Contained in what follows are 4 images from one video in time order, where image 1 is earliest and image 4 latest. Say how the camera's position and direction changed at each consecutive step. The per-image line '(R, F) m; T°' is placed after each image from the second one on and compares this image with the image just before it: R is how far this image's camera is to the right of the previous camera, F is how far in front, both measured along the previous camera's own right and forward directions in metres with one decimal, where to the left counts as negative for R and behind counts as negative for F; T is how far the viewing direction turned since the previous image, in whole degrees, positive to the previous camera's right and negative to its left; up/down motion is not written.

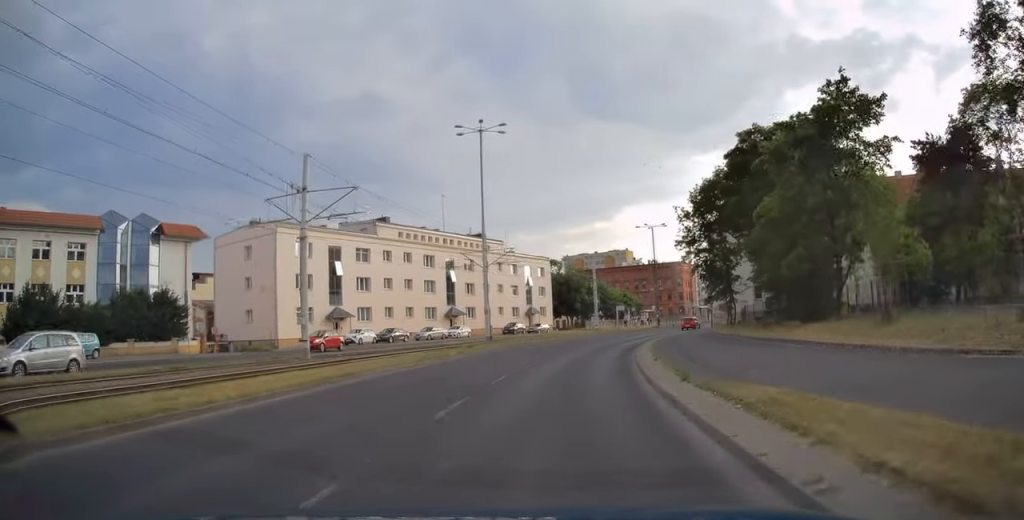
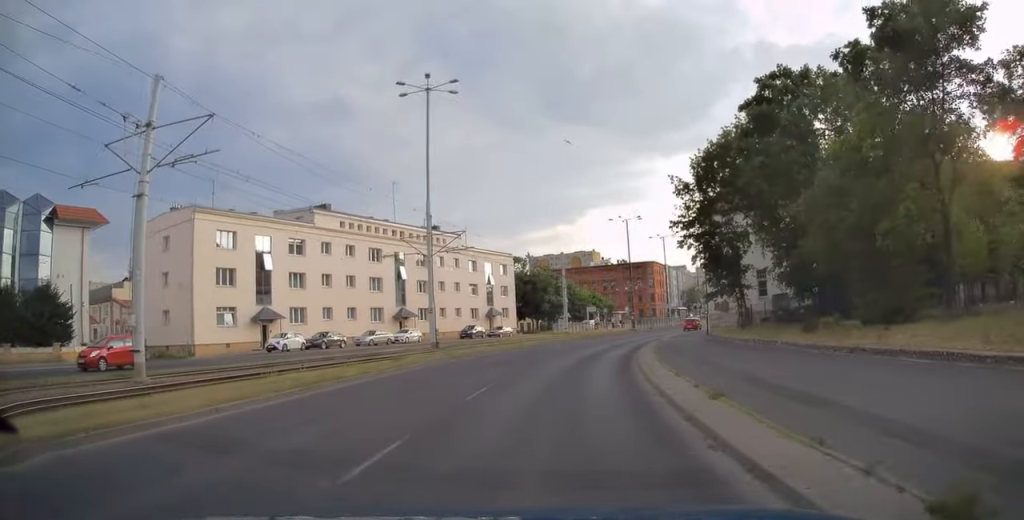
(+0.6, +9.2) m; +4°
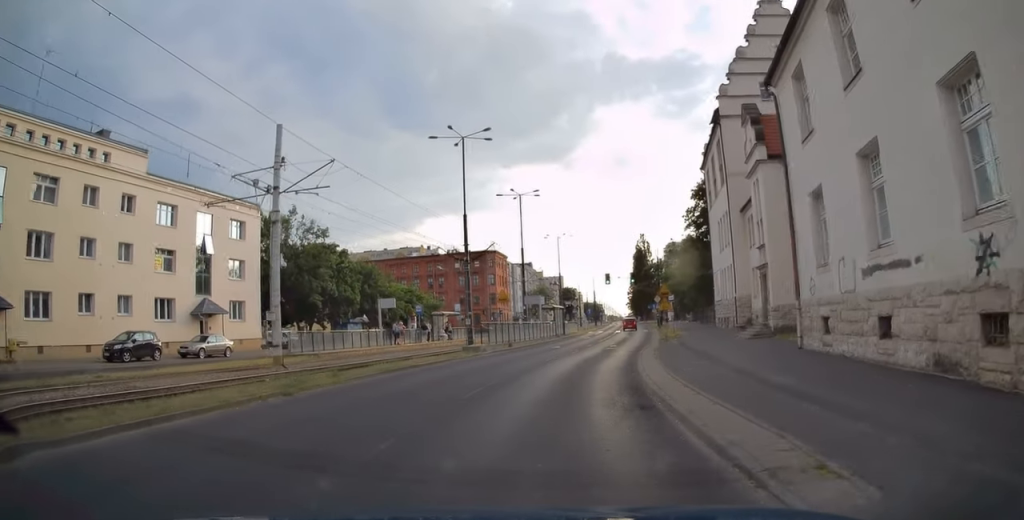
(+6.1, +40.6) m; +16°
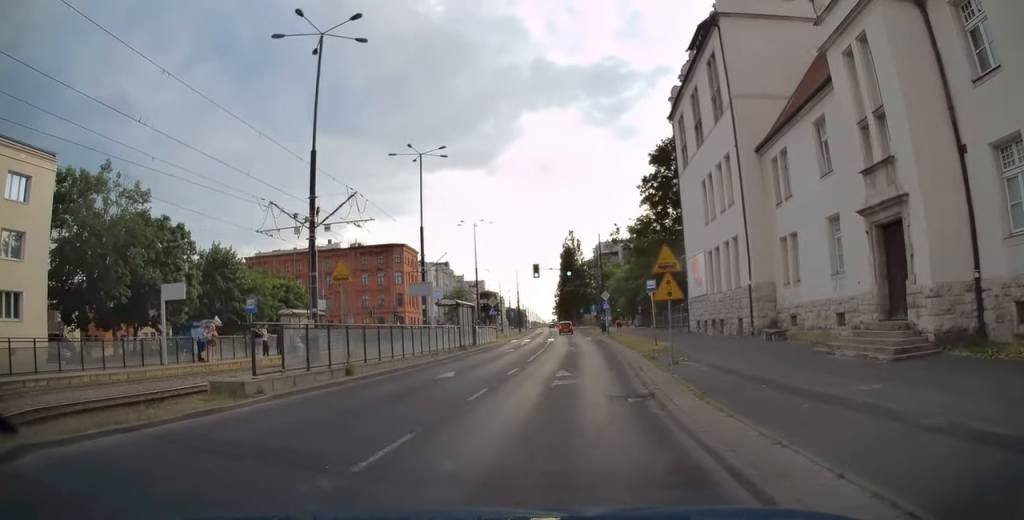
(+1.0, +17.7) m; +6°
